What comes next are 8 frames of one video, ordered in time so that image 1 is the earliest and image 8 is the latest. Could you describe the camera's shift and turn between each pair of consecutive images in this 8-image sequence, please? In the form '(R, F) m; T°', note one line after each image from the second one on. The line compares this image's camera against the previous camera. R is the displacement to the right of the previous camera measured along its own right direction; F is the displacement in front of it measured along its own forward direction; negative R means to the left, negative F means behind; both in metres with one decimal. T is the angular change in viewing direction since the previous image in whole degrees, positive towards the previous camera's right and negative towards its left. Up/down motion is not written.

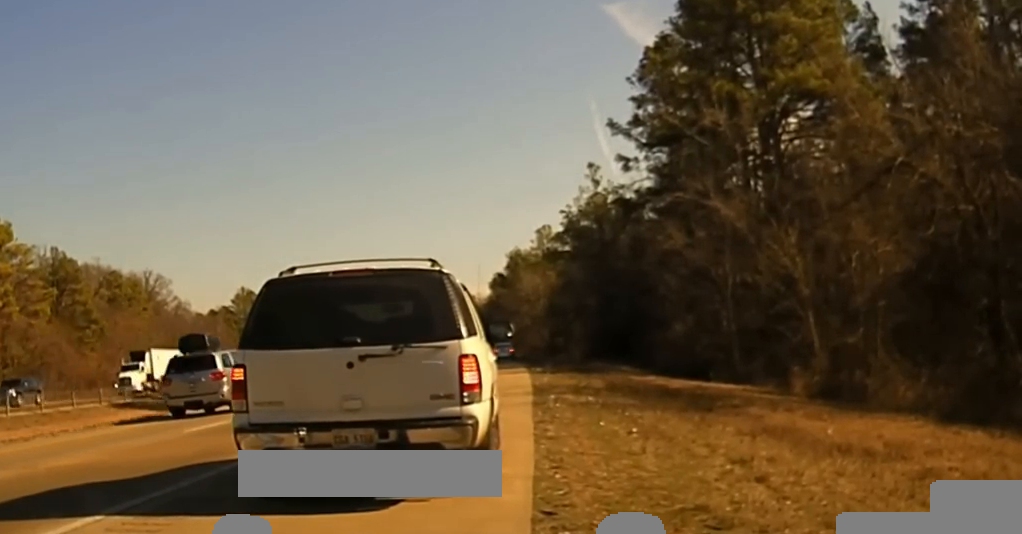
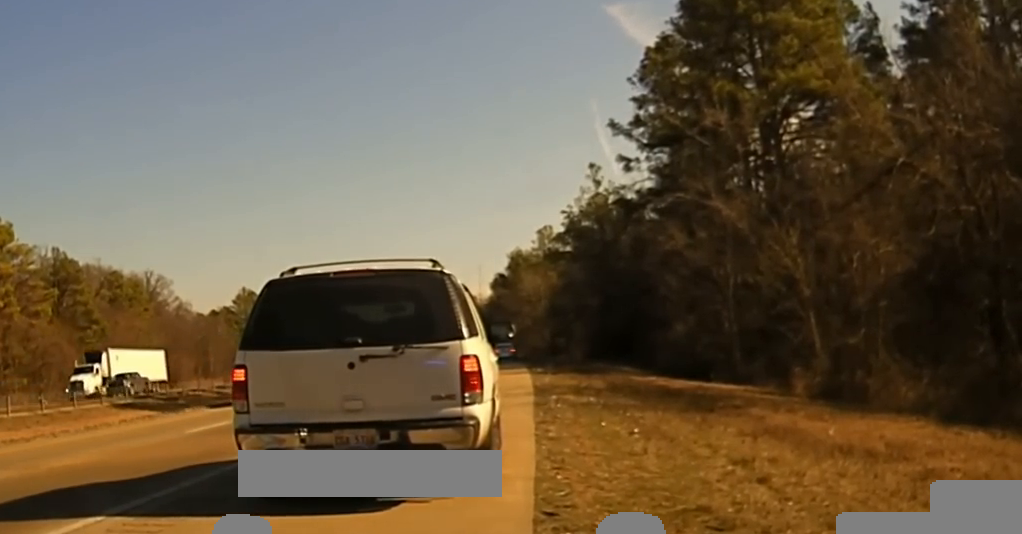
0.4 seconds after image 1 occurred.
(0.0, 0.0) m; 0°
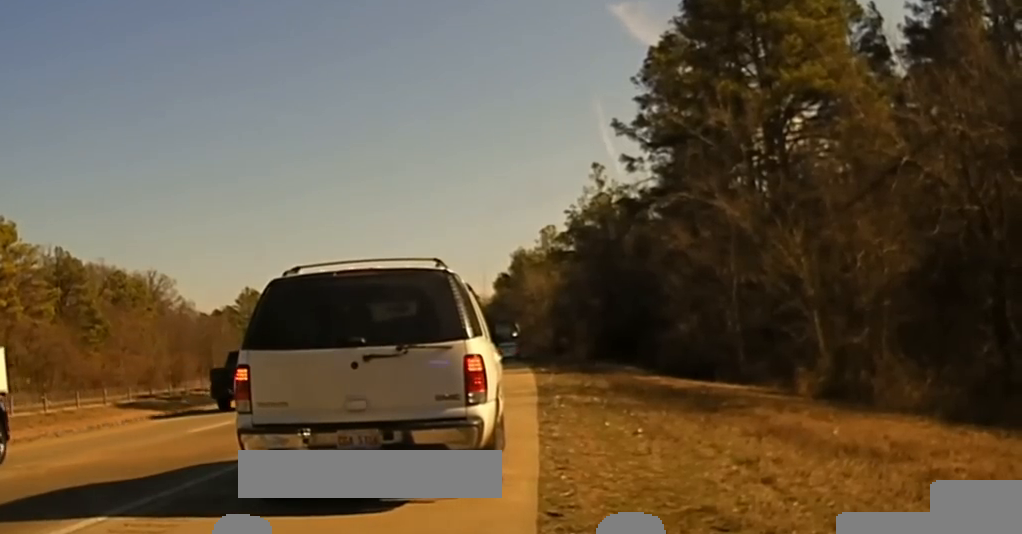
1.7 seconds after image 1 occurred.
(0.0, +0.1) m; 0°
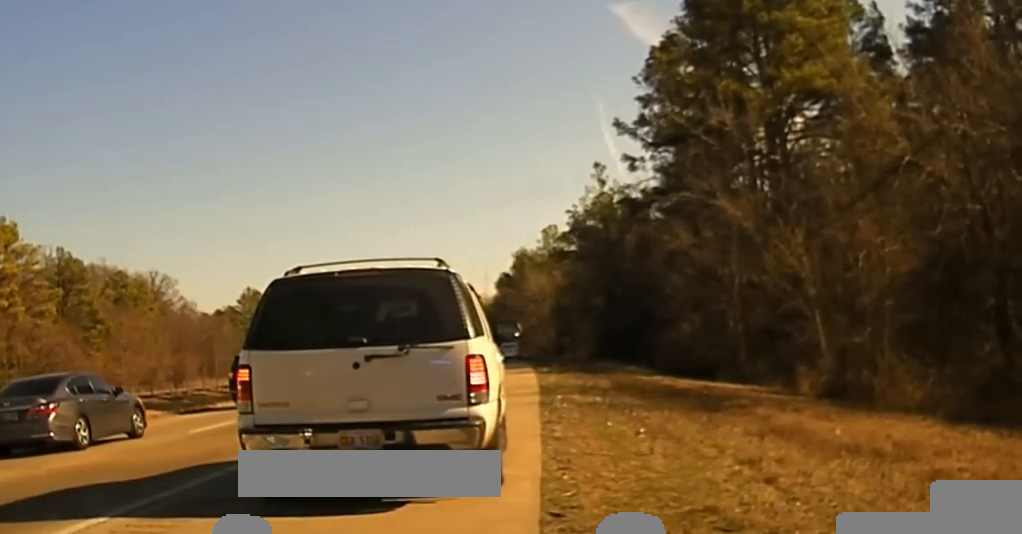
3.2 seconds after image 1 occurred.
(0.0, 0.0) m; 0°
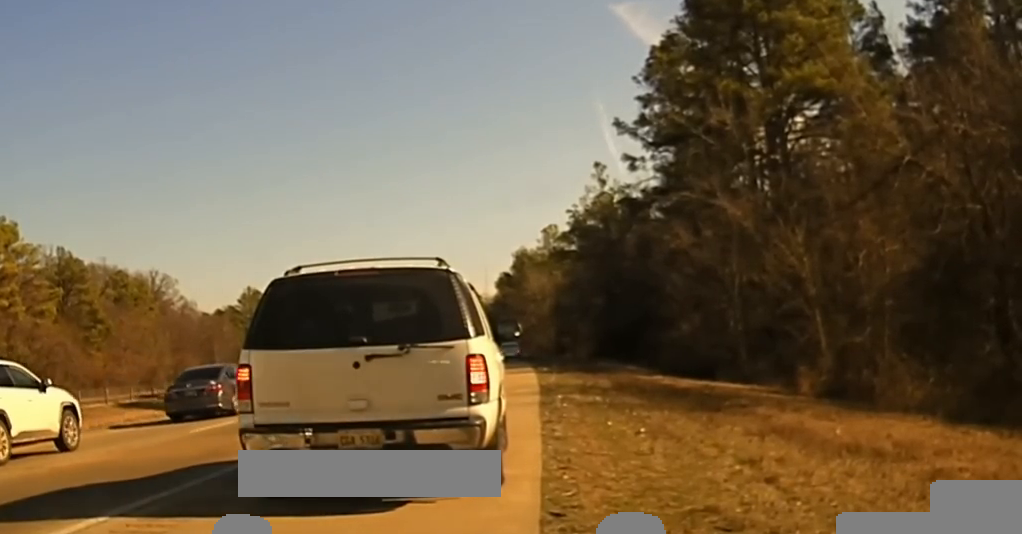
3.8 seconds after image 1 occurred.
(0.0, 0.0) m; 0°
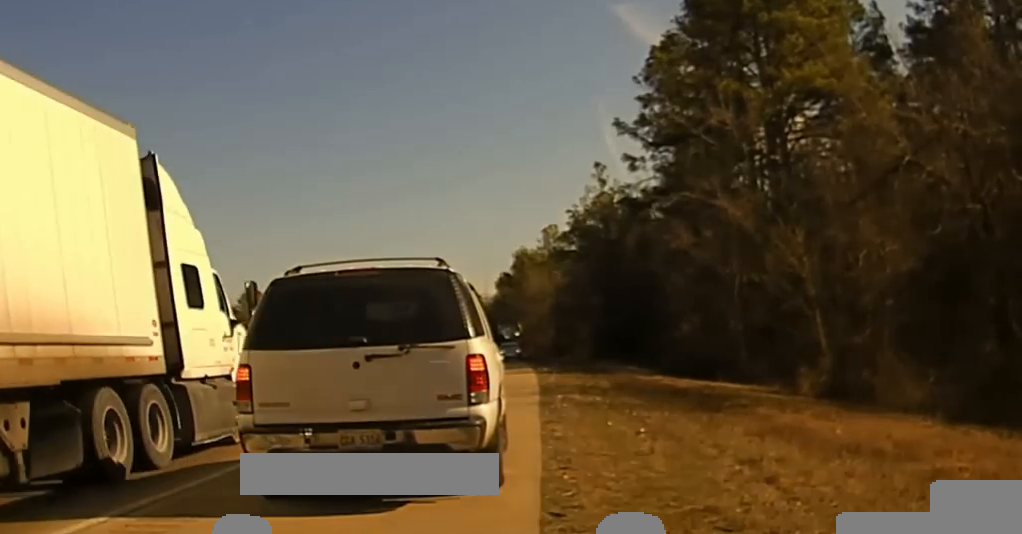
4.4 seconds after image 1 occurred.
(0.0, 0.0) m; 0°
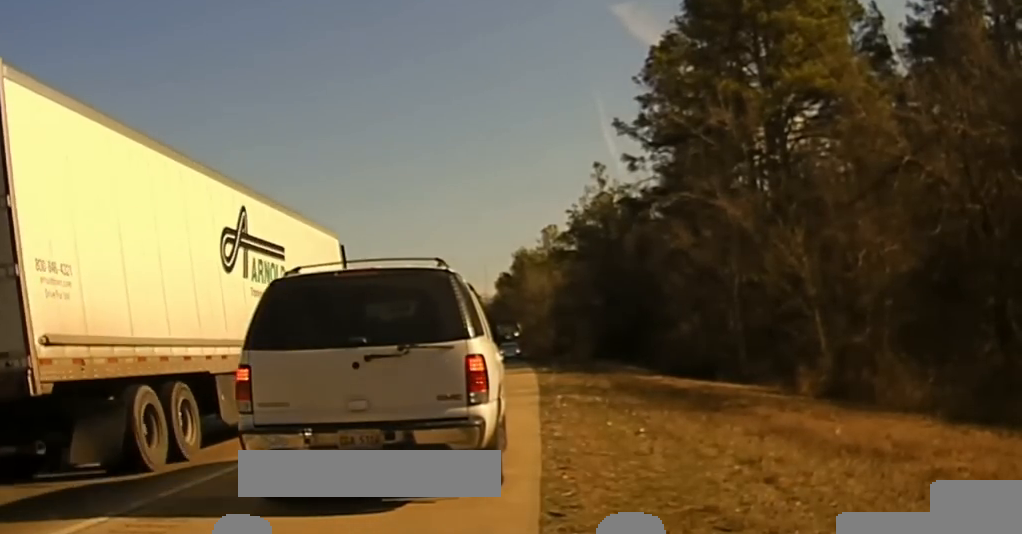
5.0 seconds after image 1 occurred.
(0.0, 0.0) m; 0°
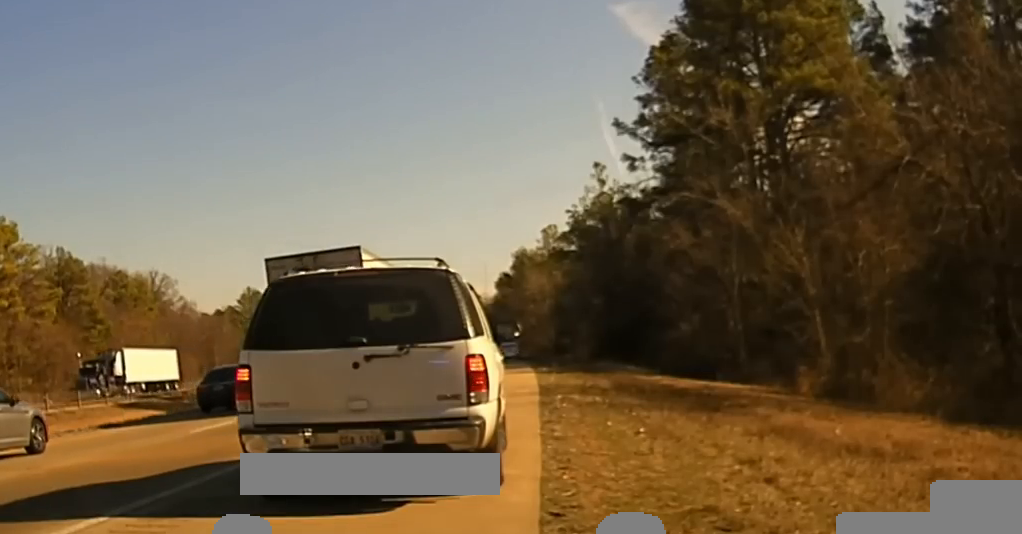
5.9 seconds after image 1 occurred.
(0.0, 0.0) m; 0°
